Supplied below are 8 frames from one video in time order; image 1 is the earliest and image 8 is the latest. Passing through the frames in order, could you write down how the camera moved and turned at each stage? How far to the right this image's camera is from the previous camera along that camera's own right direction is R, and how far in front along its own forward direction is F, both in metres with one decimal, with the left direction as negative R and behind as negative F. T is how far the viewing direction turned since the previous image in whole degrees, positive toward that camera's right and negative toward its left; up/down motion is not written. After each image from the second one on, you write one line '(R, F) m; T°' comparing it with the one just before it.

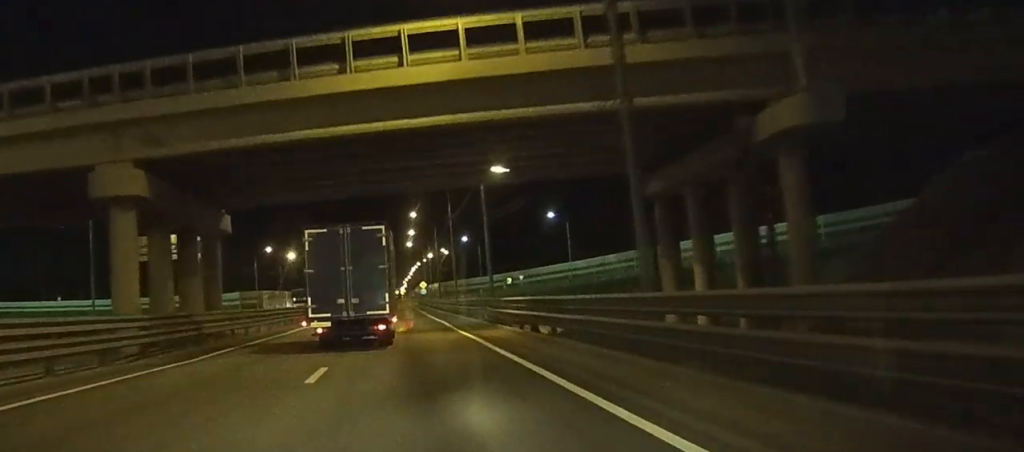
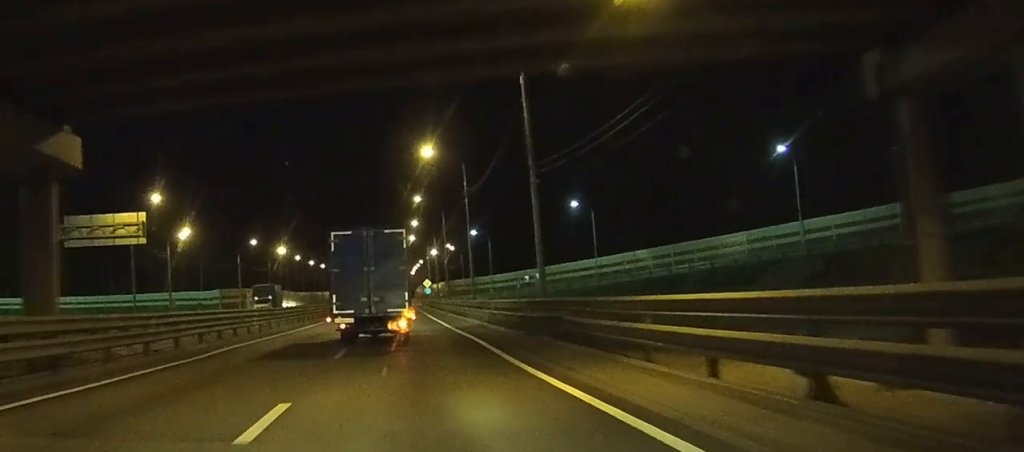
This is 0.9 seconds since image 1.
(0.0, +17.8) m; 0°
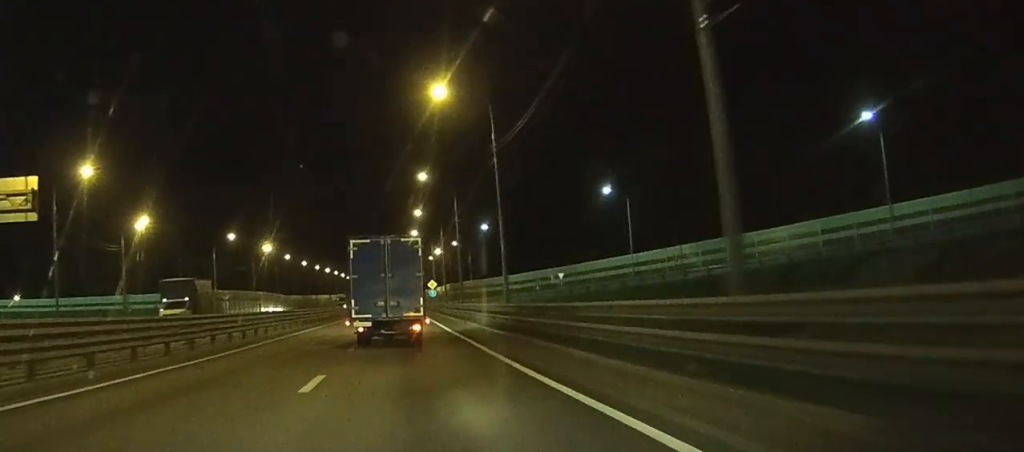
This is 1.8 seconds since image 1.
(-0.1, +19.1) m; 0°
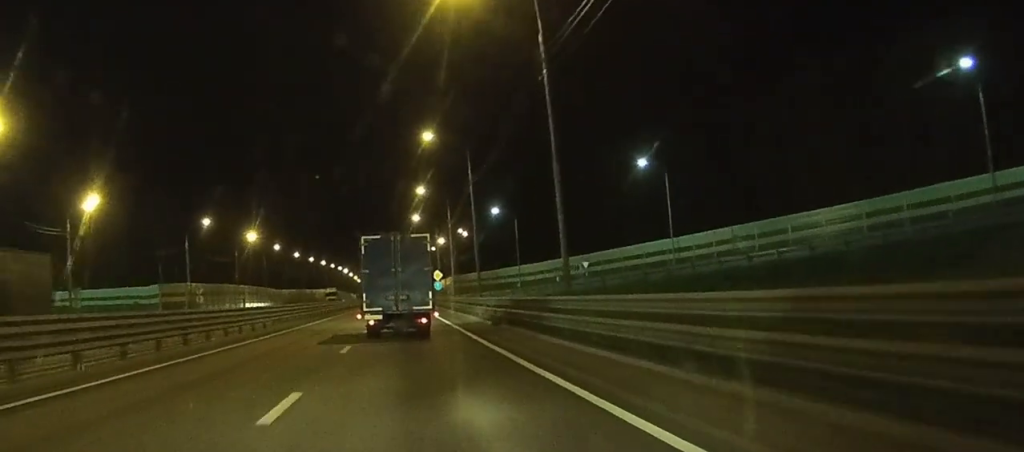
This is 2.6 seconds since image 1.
(0.0, +15.6) m; 0°
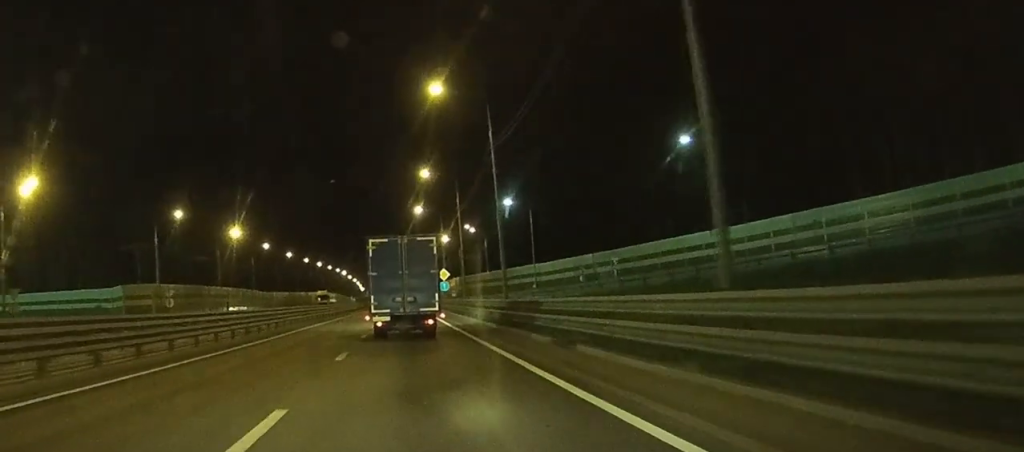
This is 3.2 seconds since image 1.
(+0.1, +13.6) m; 0°
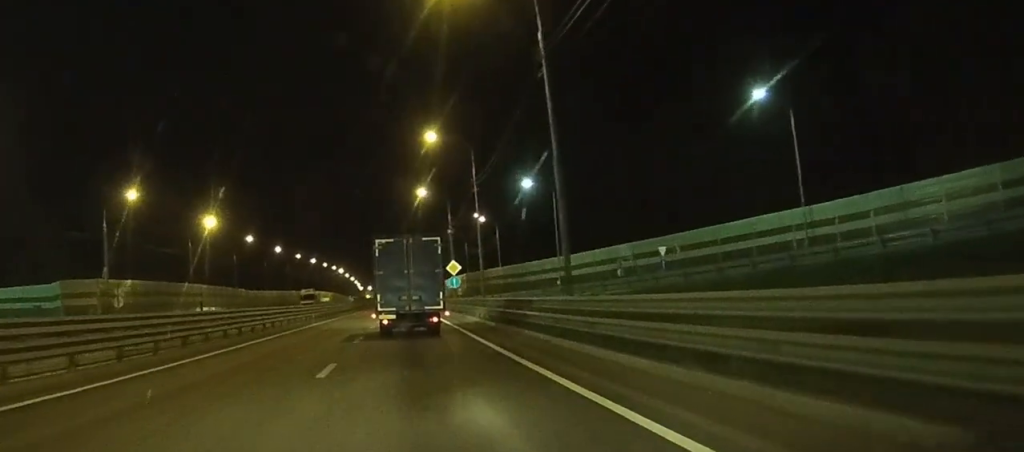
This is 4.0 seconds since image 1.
(0.0, +16.4) m; 0°
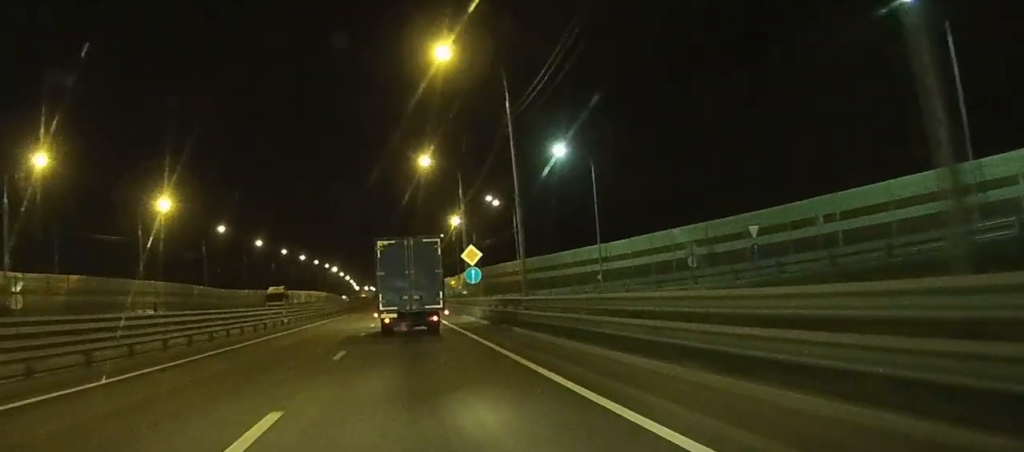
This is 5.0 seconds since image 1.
(0.0, +19.7) m; 0°
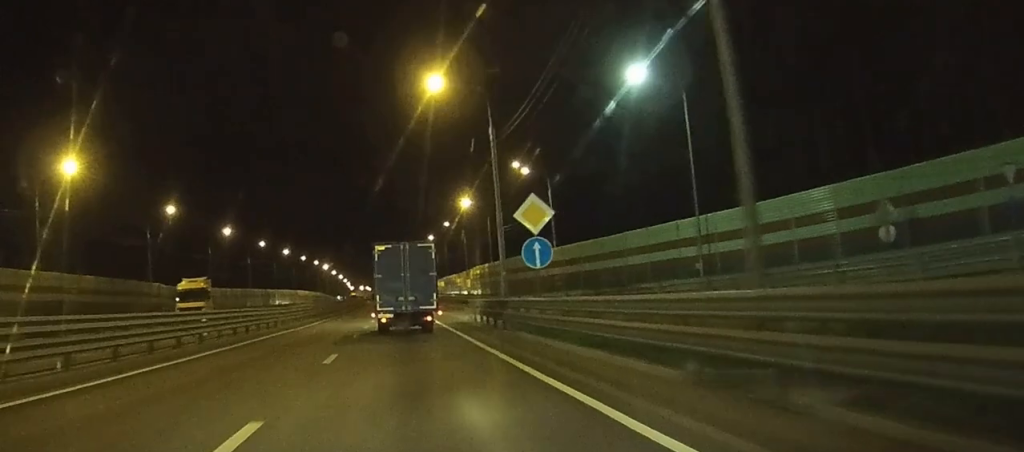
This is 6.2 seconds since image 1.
(-0.1, +24.9) m; 0°
